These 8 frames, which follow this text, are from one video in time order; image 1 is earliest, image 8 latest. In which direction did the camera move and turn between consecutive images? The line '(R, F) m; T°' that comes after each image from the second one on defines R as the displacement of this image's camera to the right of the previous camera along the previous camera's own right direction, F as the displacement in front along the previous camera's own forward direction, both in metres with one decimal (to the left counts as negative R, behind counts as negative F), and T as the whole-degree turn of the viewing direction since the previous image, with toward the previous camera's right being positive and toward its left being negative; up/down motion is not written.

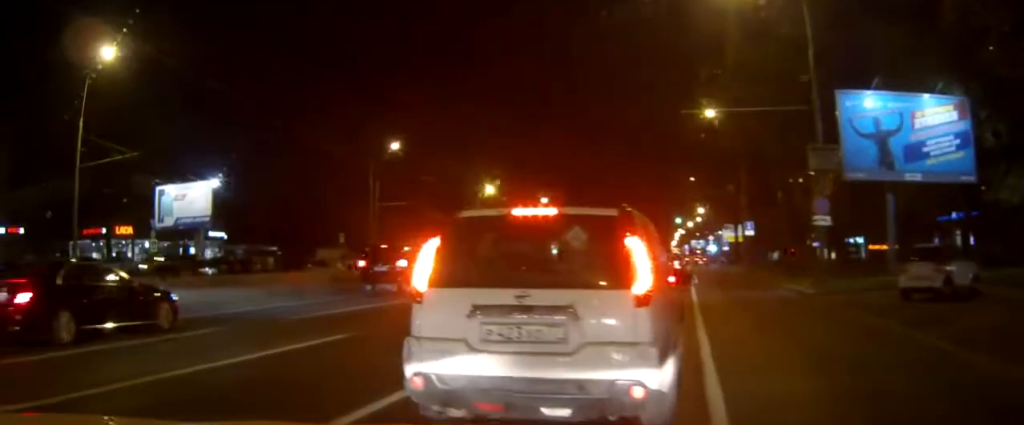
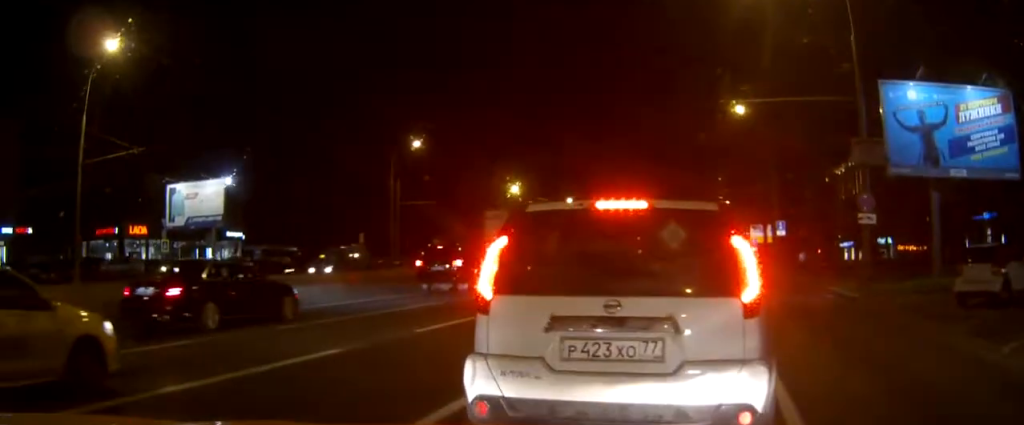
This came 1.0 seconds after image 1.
(-0.2, +3.5) m; -5°
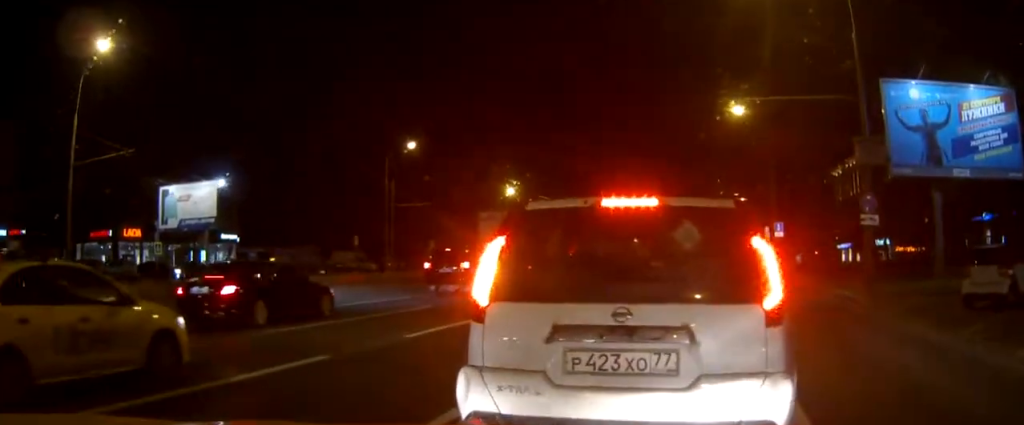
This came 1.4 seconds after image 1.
(0.0, +0.9) m; -1°
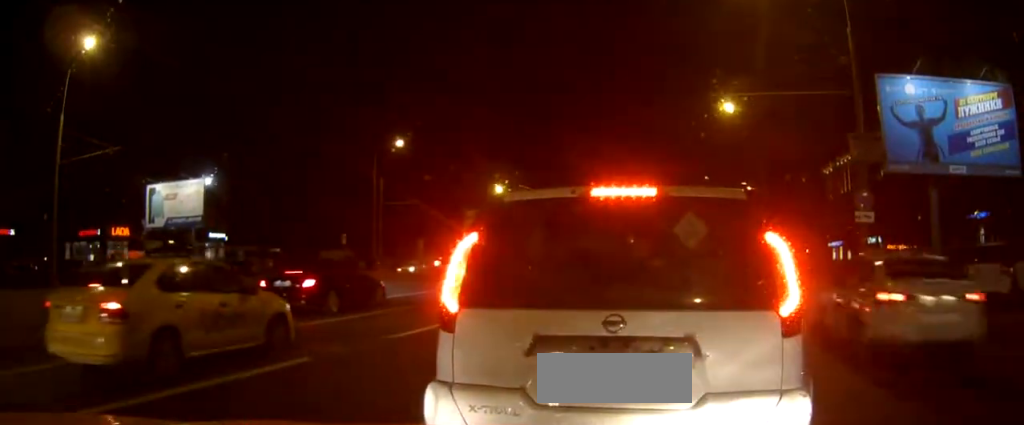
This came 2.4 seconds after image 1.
(-0.2, +0.9) m; 0°
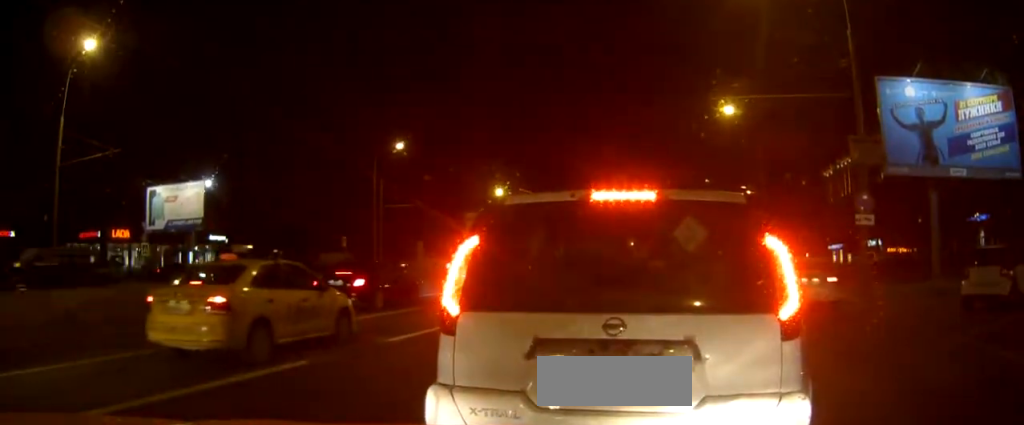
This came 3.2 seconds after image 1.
(-0.2, 0.0) m; 0°
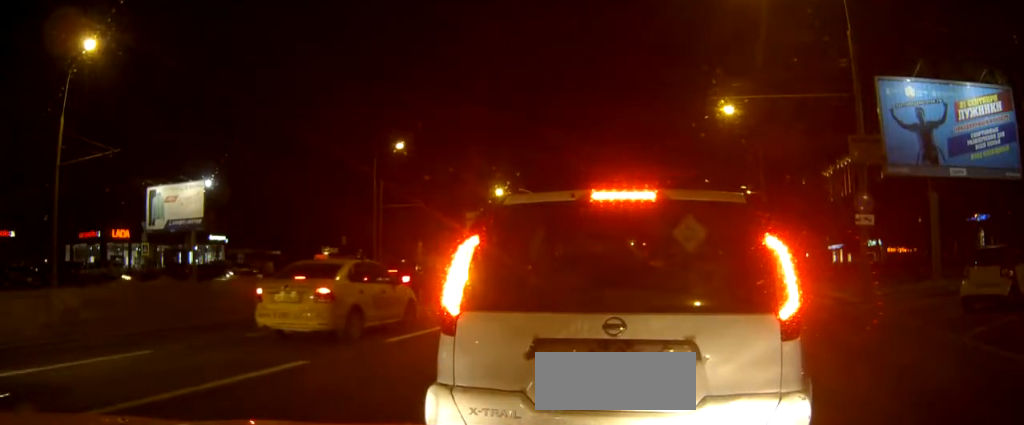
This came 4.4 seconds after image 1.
(0.0, 0.0) m; 0°
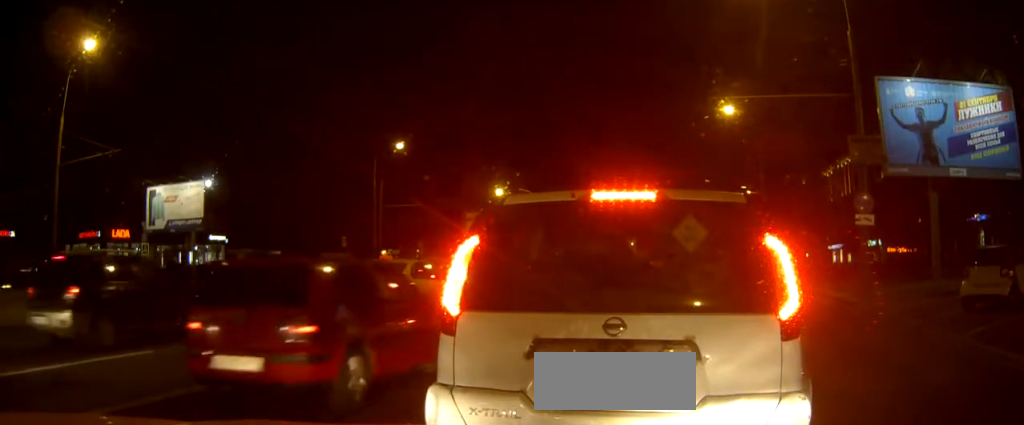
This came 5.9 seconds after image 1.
(0.0, 0.0) m; 0°
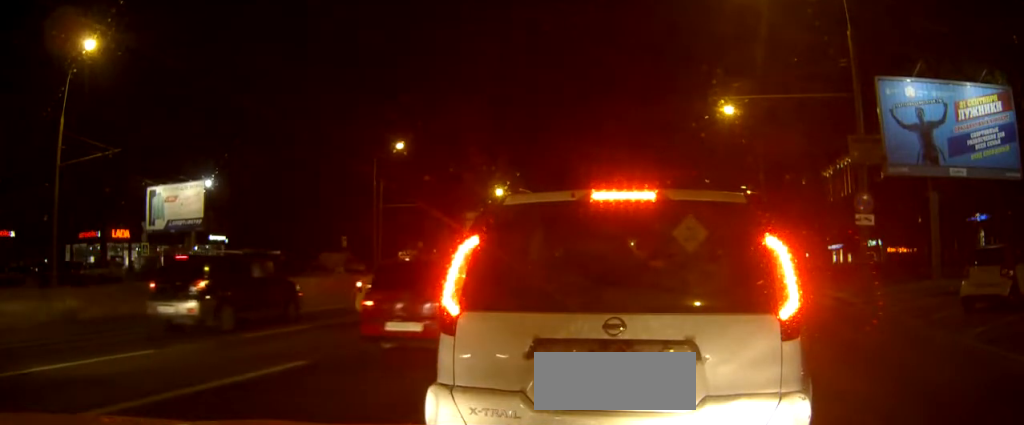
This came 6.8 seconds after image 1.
(0.0, 0.0) m; 0°
